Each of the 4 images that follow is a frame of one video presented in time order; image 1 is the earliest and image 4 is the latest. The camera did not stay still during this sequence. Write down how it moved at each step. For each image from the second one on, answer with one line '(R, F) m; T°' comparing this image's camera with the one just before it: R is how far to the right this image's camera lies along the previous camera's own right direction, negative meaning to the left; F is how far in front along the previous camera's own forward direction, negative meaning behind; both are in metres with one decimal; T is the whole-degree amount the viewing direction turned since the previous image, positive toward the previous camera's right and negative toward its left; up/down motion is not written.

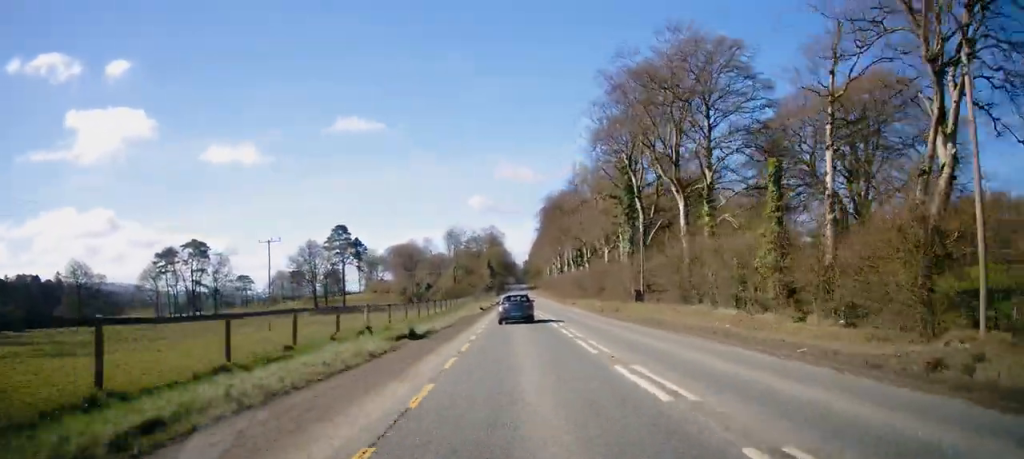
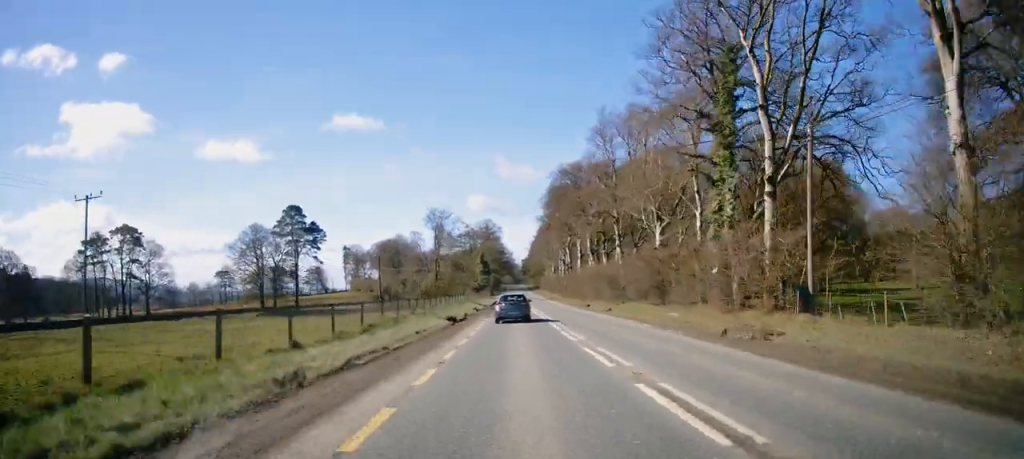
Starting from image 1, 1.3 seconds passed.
(-0.3, +26.5) m; 0°
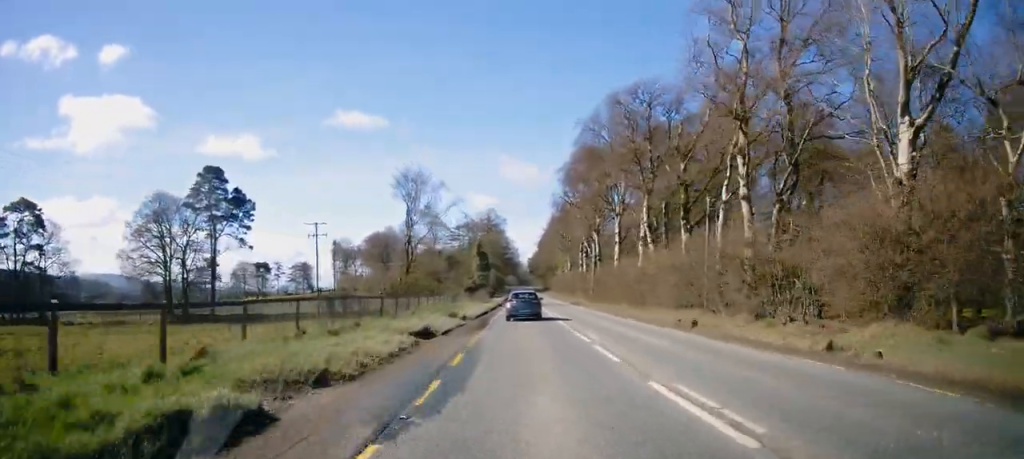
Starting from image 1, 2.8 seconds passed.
(+0.6, +30.1) m; +1°
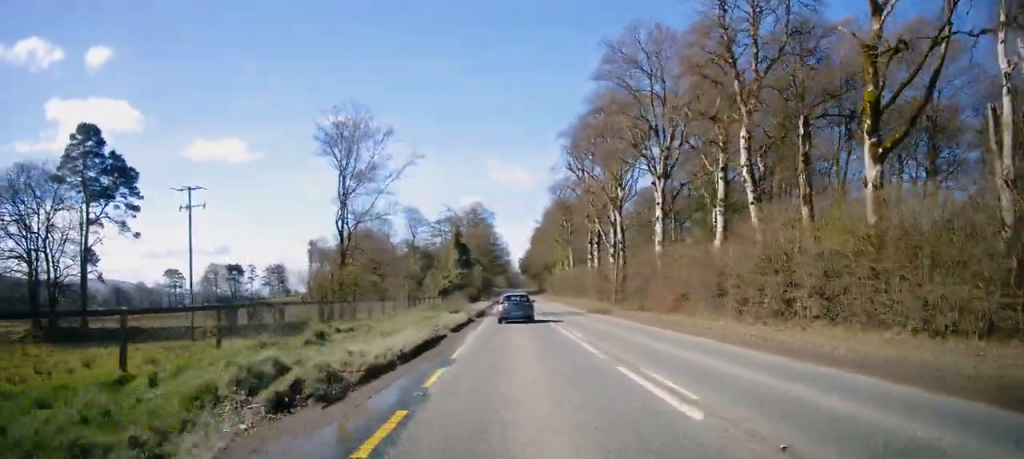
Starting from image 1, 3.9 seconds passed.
(-0.3, +22.4) m; 0°
